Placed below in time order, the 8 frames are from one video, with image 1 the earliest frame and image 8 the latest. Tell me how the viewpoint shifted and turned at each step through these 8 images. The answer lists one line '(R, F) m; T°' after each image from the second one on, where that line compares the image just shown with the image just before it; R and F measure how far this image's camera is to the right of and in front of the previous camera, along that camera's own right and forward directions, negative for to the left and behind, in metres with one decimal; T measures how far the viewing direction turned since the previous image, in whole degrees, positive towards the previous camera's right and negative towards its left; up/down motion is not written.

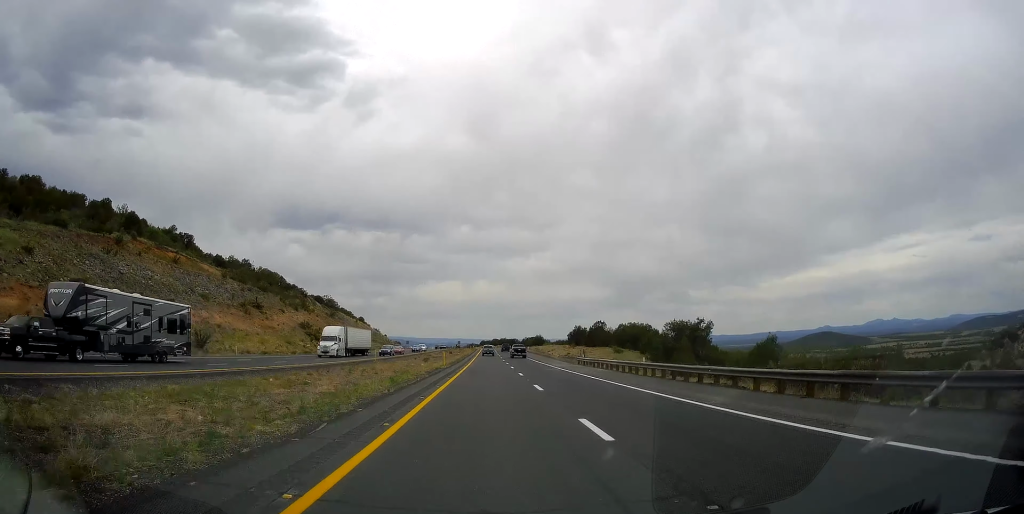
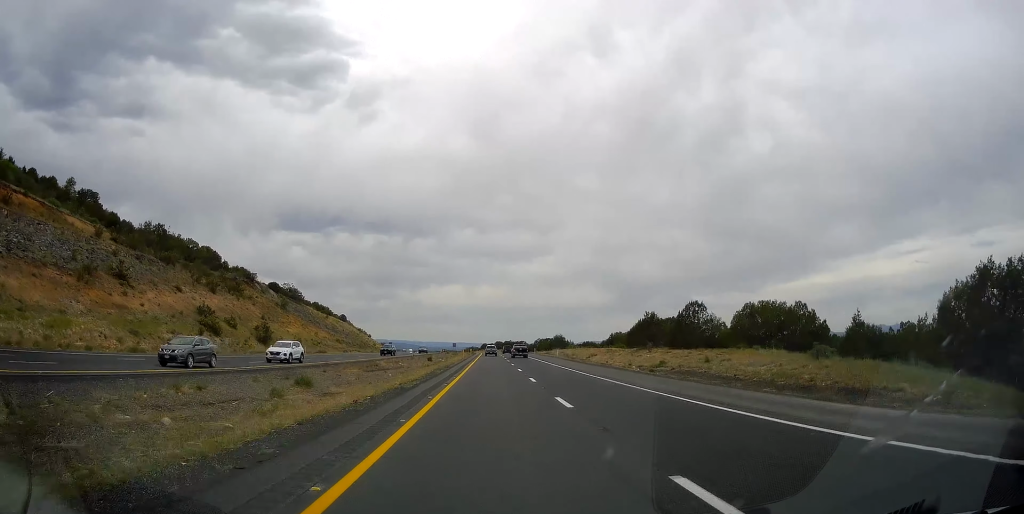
(+0.2, +55.1) m; 0°
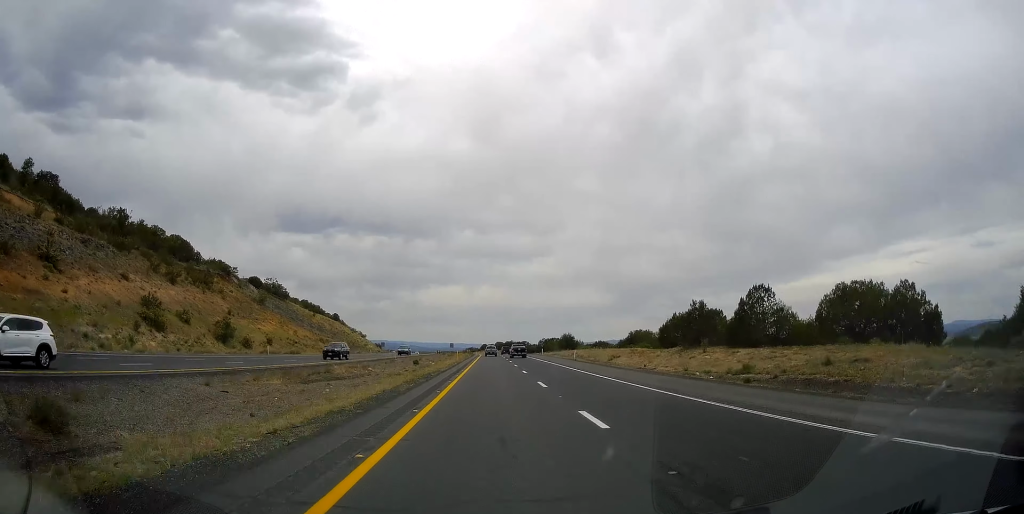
(-0.1, +16.7) m; 0°
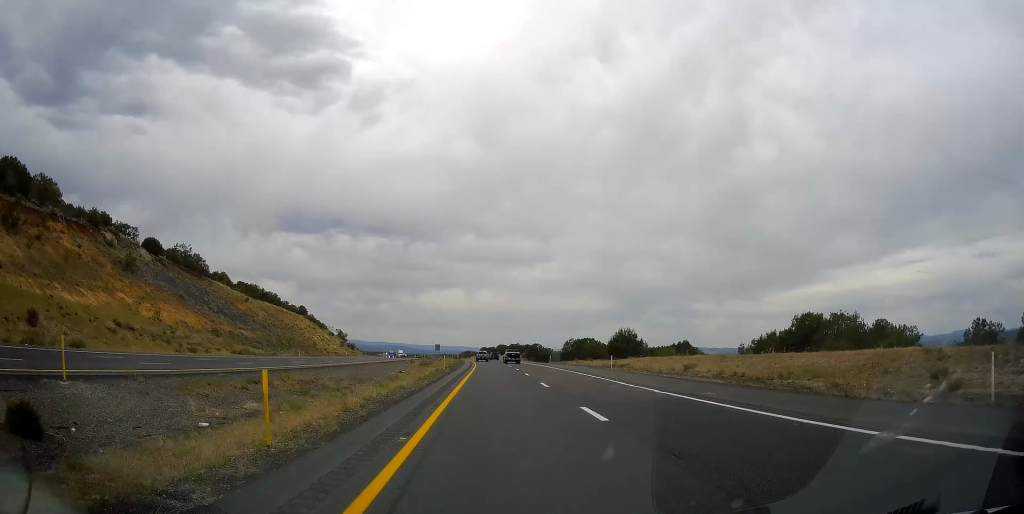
(-0.1, +59.5) m; 0°
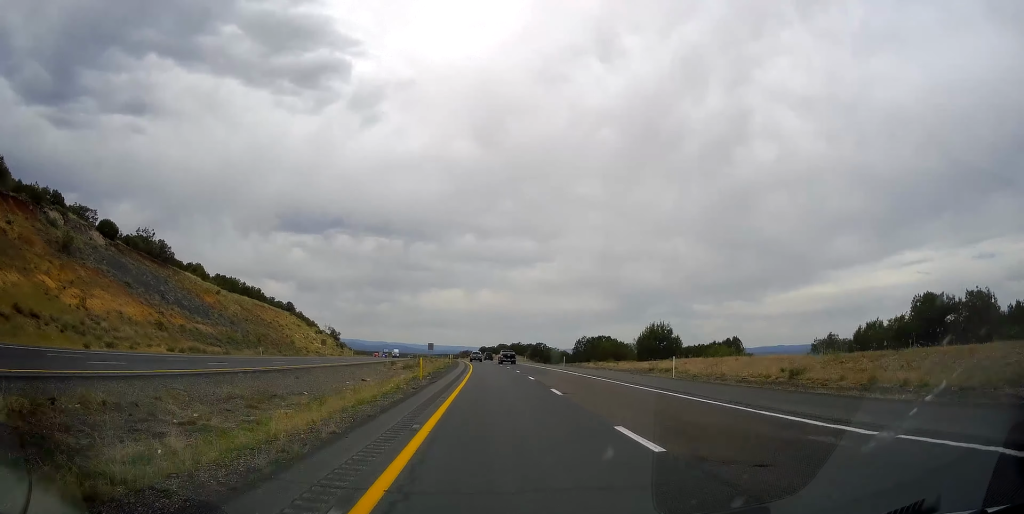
(0.0, +16.4) m; 0°
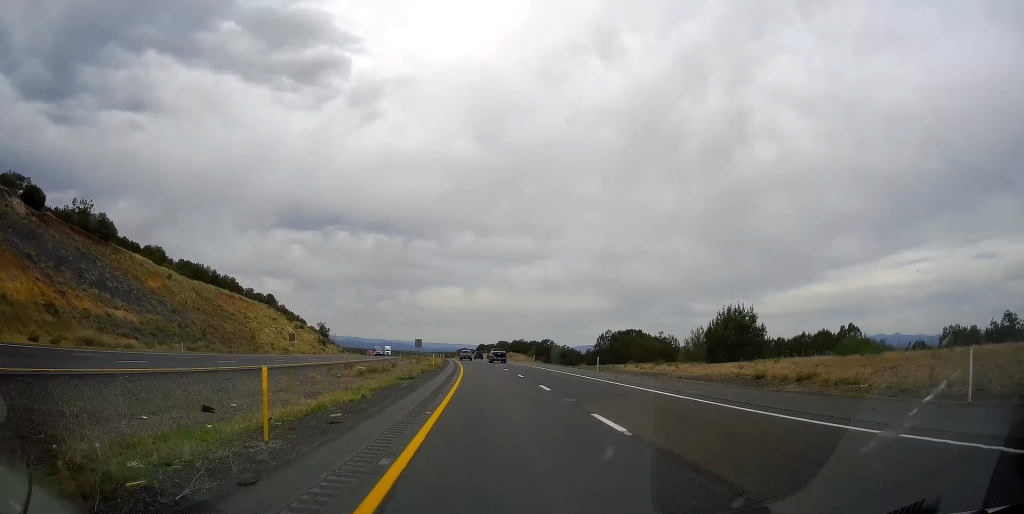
(-0.1, +21.8) m; 0°
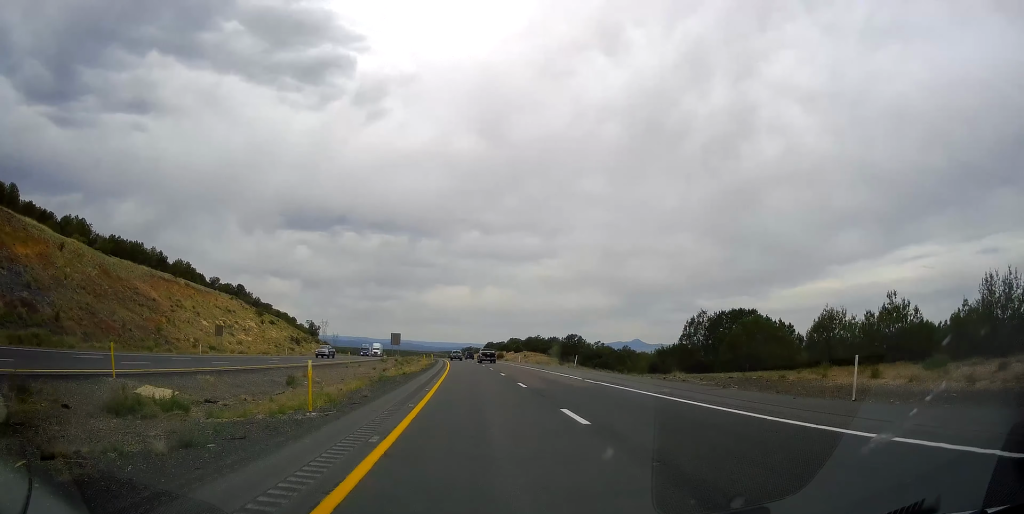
(+0.1, +35.0) m; 0°
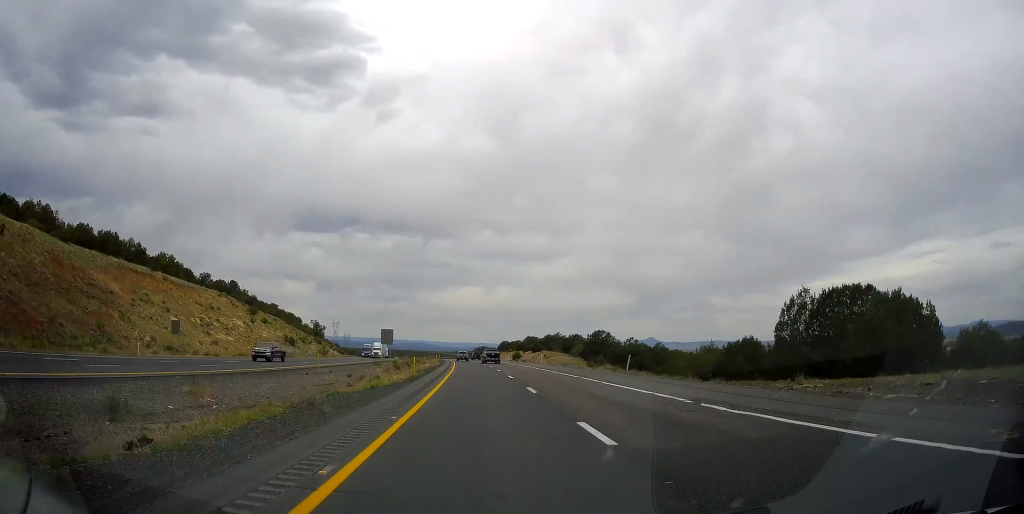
(-0.1, +15.4) m; 0°
